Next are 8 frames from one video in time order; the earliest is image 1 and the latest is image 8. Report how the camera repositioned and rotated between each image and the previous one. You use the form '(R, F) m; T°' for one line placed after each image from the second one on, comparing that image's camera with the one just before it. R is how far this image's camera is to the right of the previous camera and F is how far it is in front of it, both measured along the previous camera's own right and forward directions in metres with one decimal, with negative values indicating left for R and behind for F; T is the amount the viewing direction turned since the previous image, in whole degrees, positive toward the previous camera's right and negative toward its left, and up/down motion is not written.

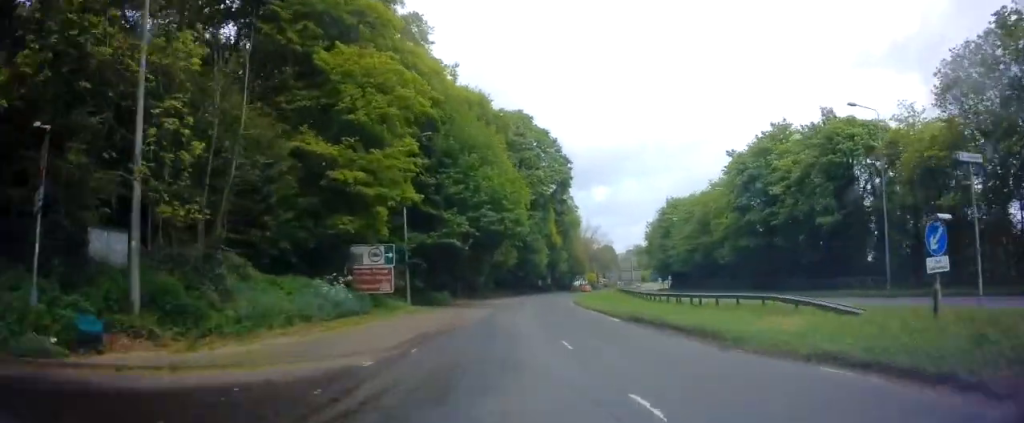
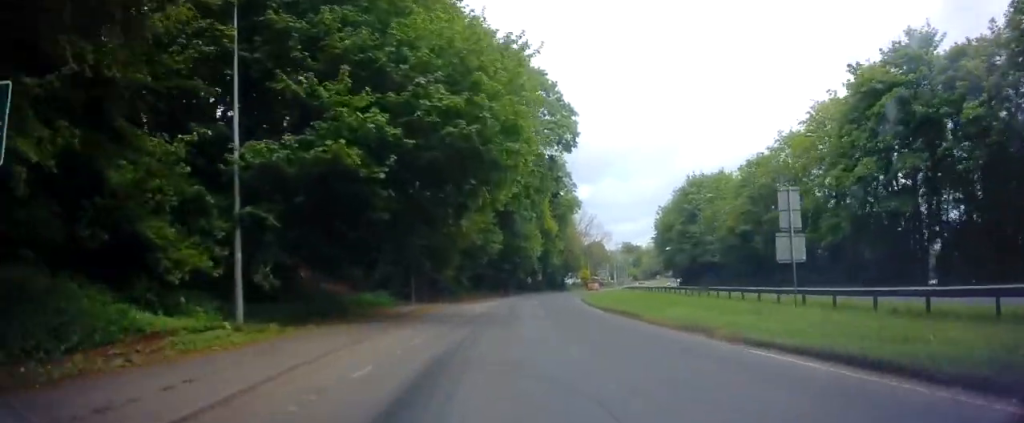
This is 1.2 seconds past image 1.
(+0.1, +24.2) m; +1°
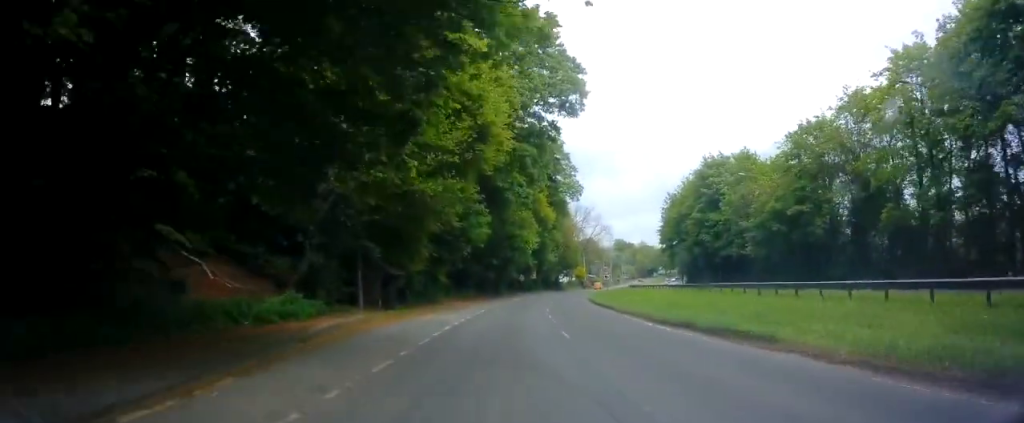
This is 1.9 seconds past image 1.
(-0.2, +13.2) m; +1°
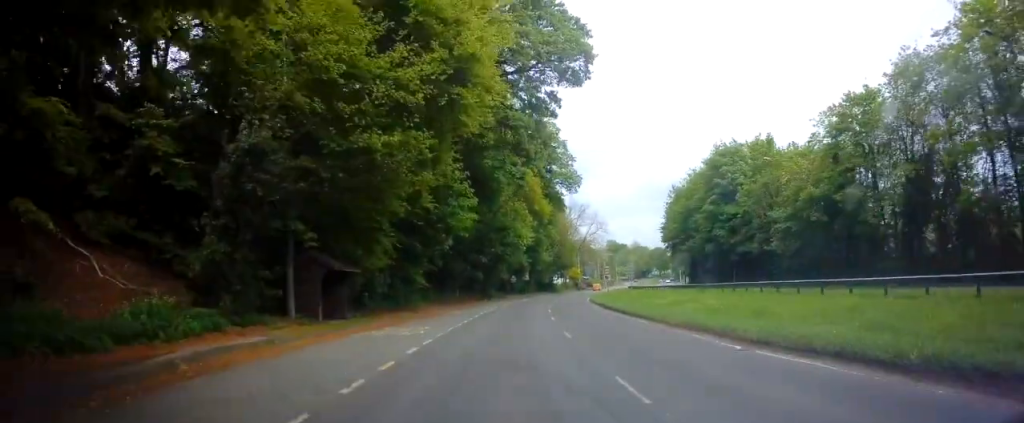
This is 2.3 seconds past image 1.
(+0.3, +8.5) m; +1°
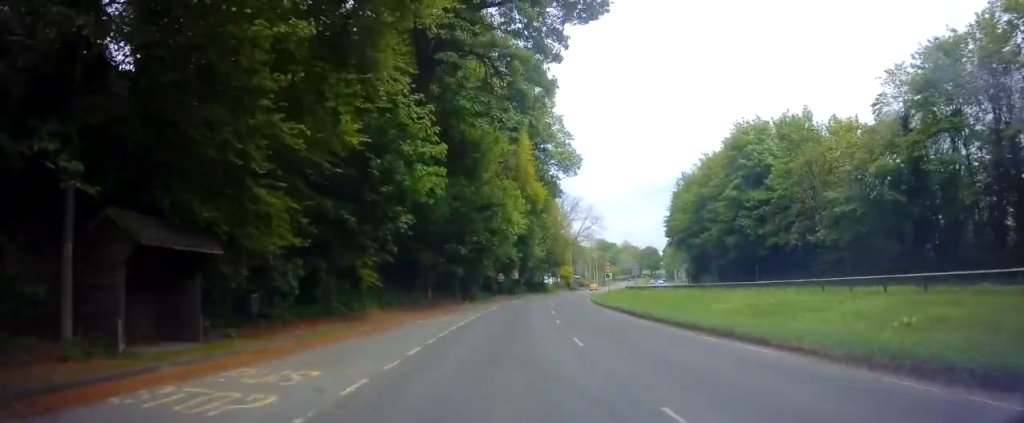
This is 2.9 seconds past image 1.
(+0.2, +11.1) m; +2°
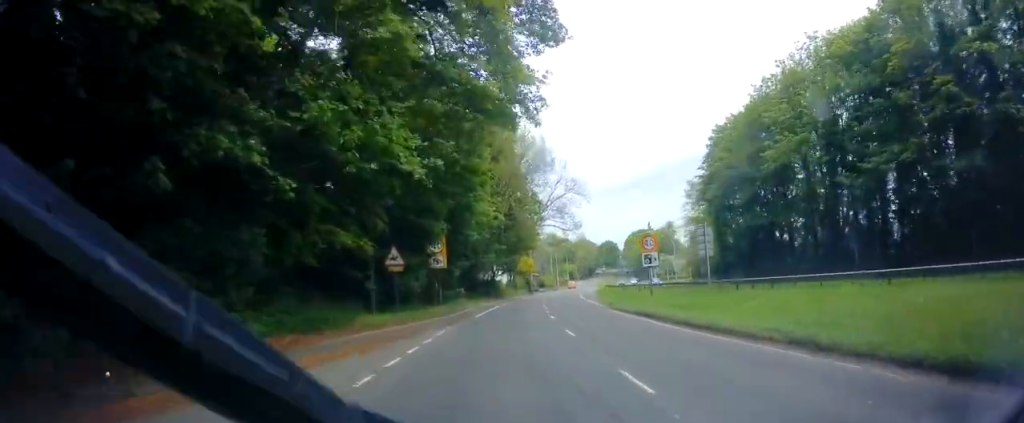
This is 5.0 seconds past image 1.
(+1.7, +42.4) m; +4°
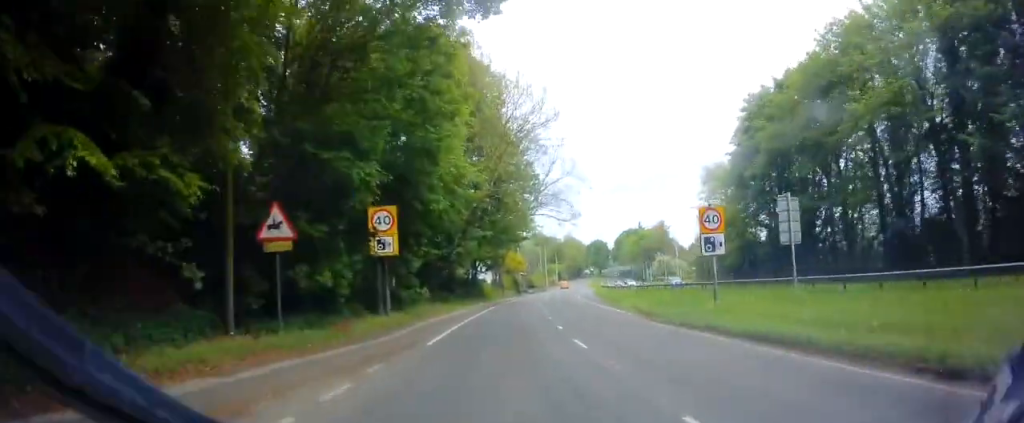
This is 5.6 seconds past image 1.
(0.0, +12.5) m; +1°
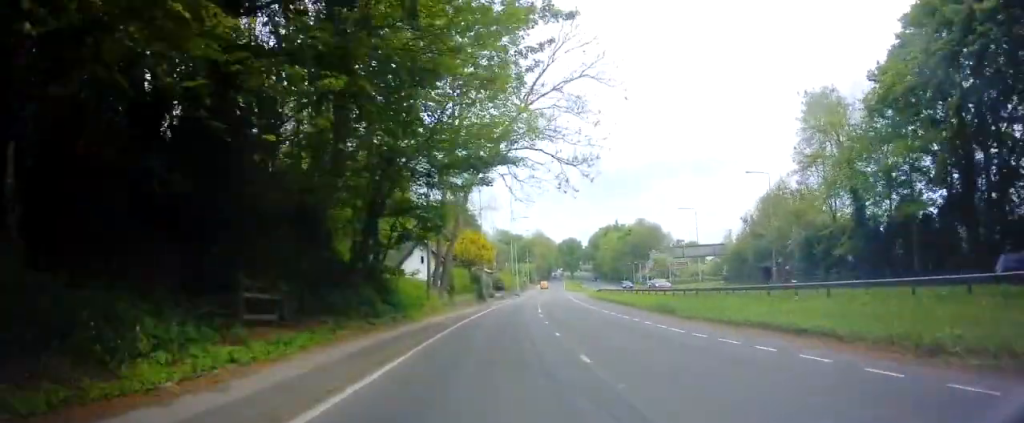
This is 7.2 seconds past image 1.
(+1.0, +32.8) m; +4°
